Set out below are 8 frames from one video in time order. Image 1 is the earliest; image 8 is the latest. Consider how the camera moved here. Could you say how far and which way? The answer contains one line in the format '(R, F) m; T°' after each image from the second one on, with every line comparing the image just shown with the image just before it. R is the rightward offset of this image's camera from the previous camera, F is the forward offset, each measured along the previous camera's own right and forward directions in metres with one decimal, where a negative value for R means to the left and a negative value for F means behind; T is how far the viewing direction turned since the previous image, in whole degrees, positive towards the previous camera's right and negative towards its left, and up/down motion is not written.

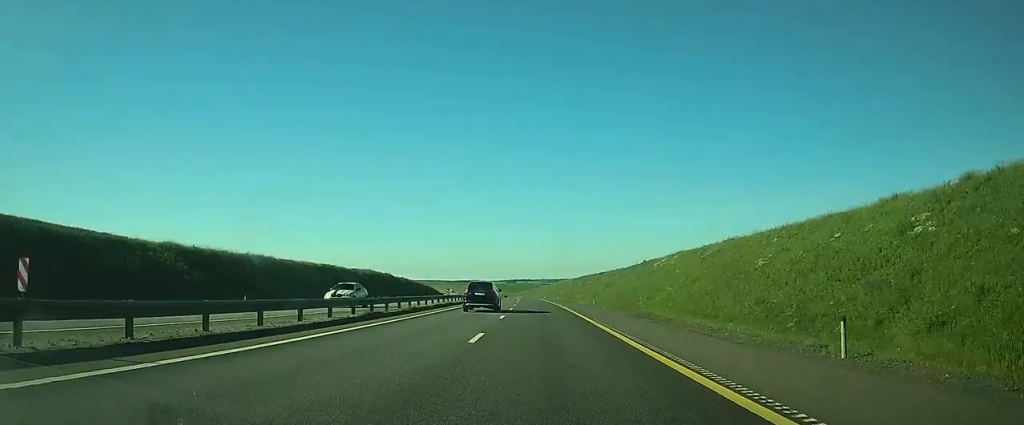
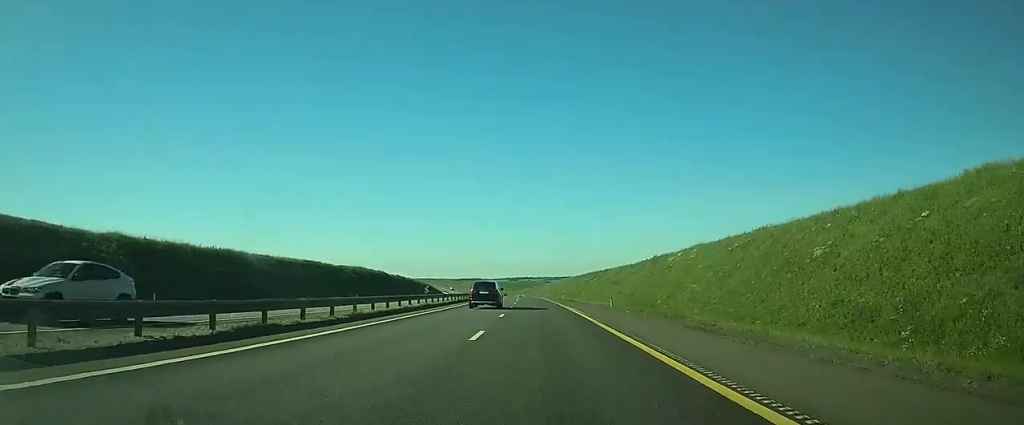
(0.0, +11.6) m; 0°
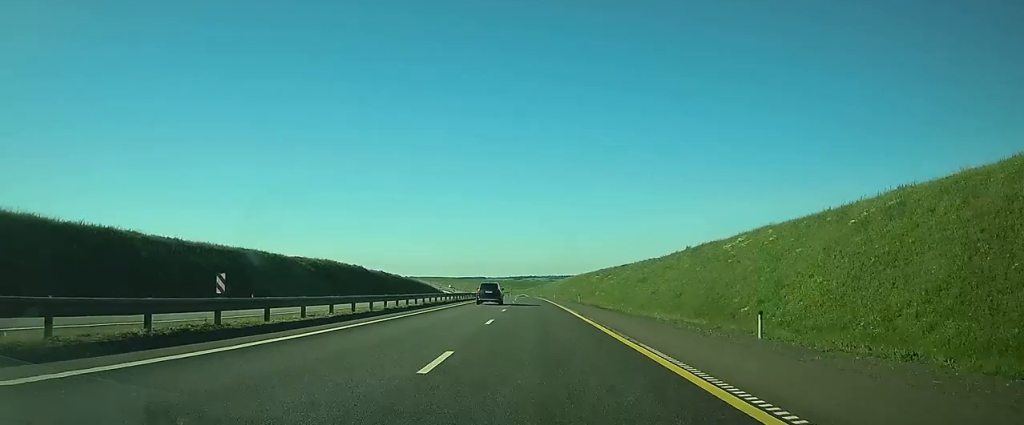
(-0.1, +29.2) m; 0°
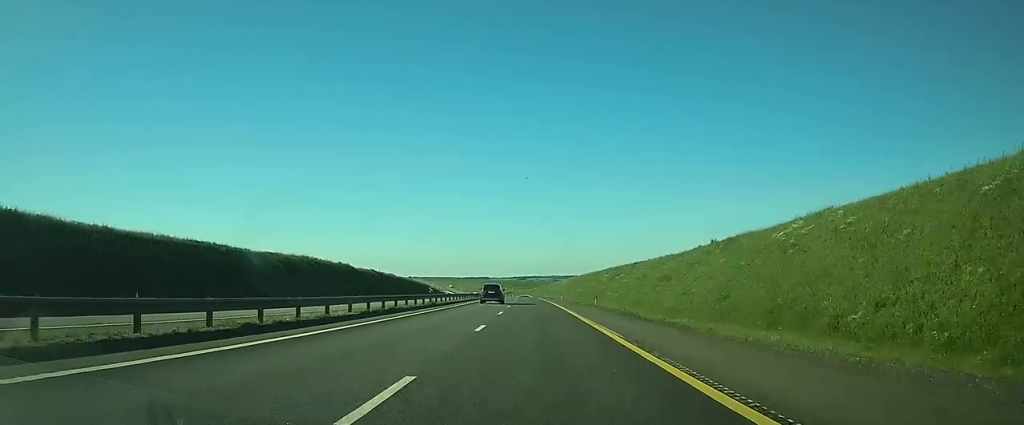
(-0.1, +15.2) m; 0°
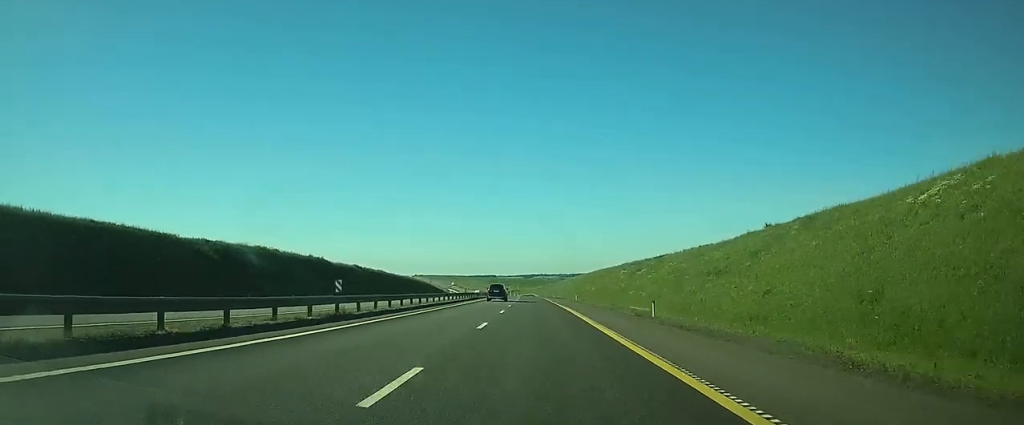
(-0.1, +23.1) m; -1°
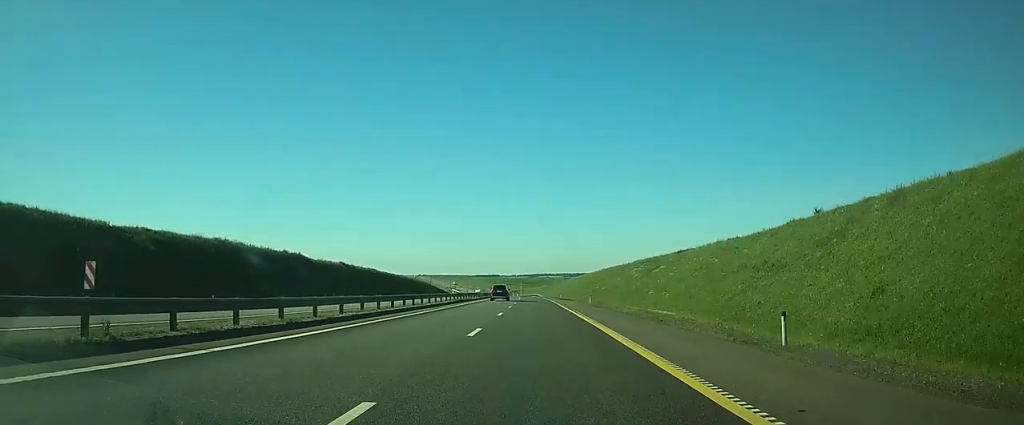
(0.0, +14.7) m; 0°
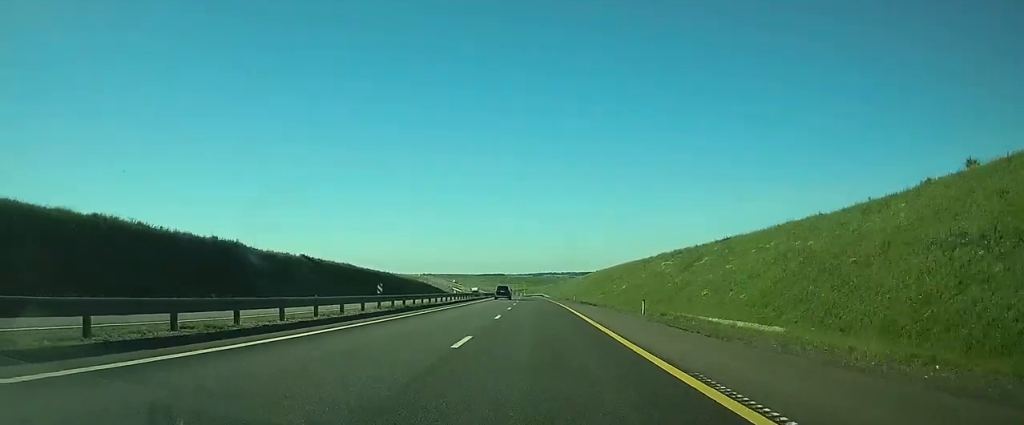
(-0.2, +27.0) m; -1°
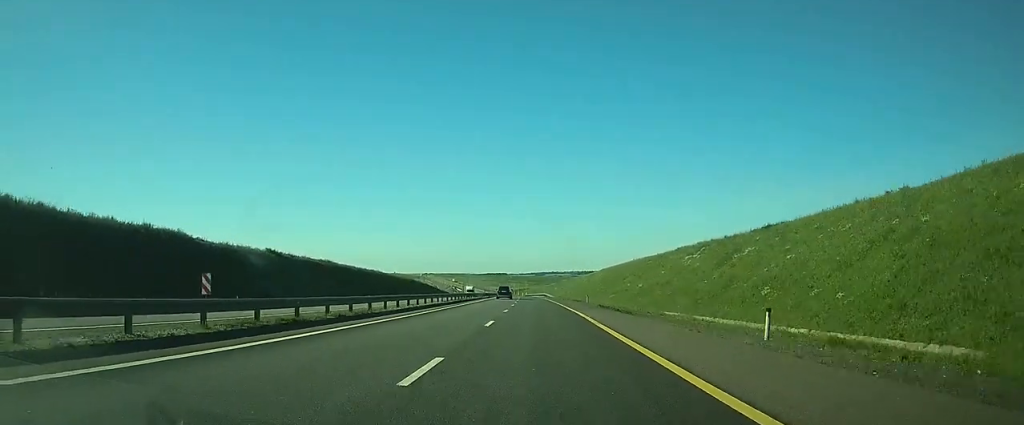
(-0.1, +16.8) m; 0°
